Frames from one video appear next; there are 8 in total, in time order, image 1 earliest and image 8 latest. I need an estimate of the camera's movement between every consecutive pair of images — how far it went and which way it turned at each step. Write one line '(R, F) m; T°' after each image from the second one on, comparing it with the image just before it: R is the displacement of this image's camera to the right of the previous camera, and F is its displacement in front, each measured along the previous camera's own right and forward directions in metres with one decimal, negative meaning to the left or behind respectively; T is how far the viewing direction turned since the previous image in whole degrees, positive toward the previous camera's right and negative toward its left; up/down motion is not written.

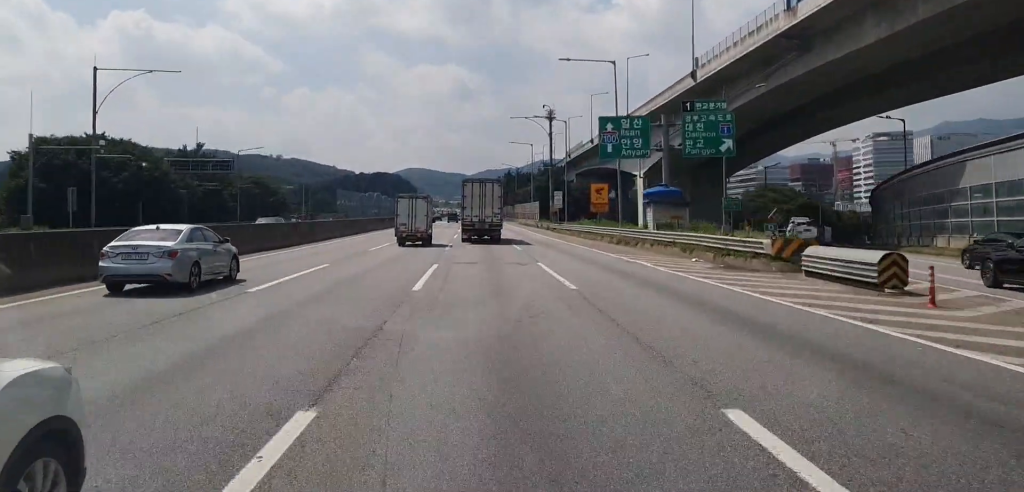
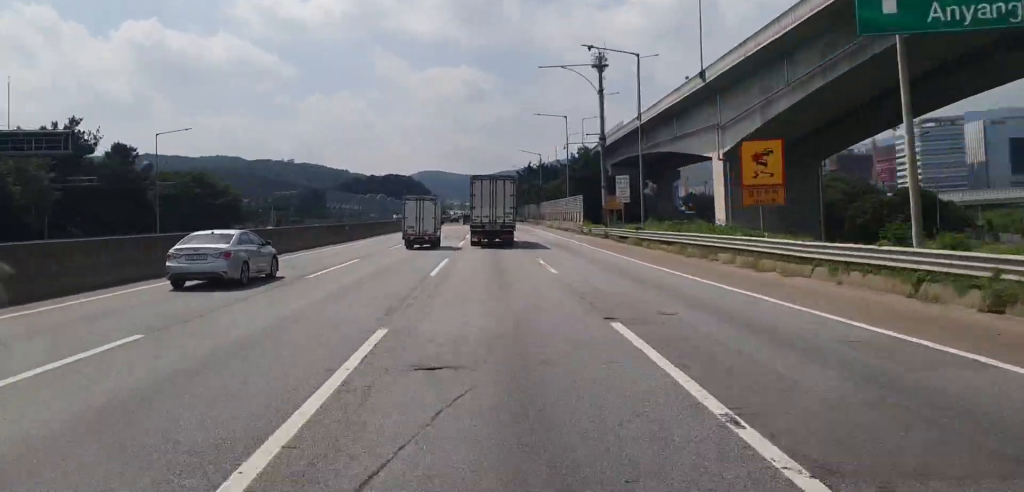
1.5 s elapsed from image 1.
(-0.6, +34.6) m; -1°
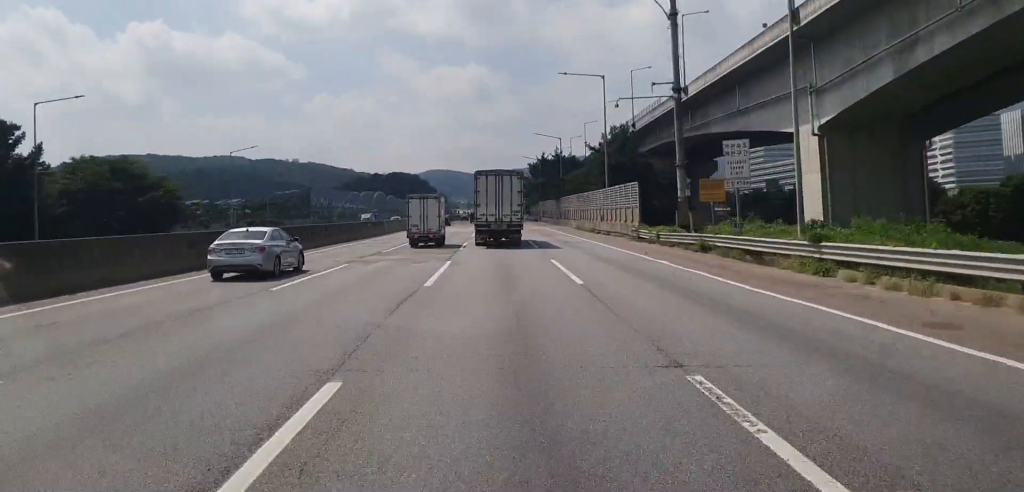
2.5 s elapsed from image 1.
(-0.1, +24.1) m; 0°
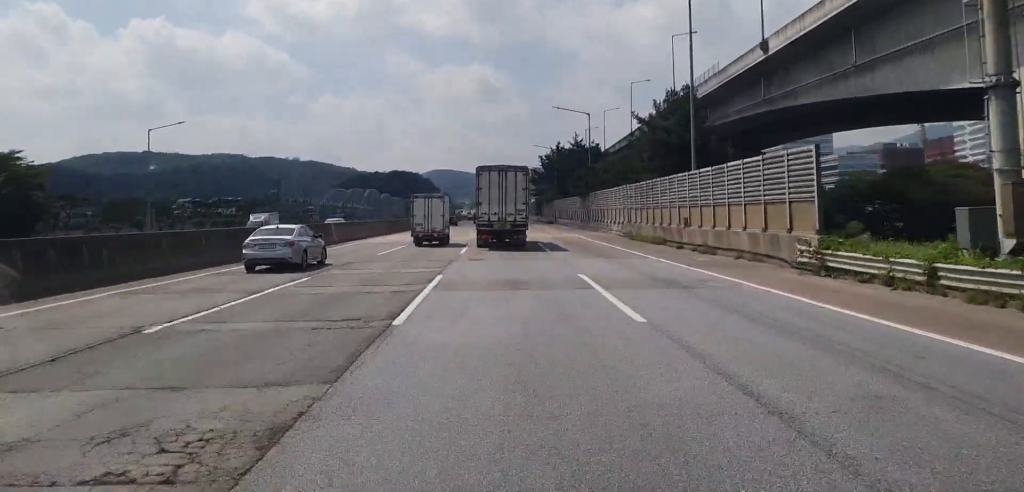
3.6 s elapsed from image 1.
(0.0, +26.2) m; 0°
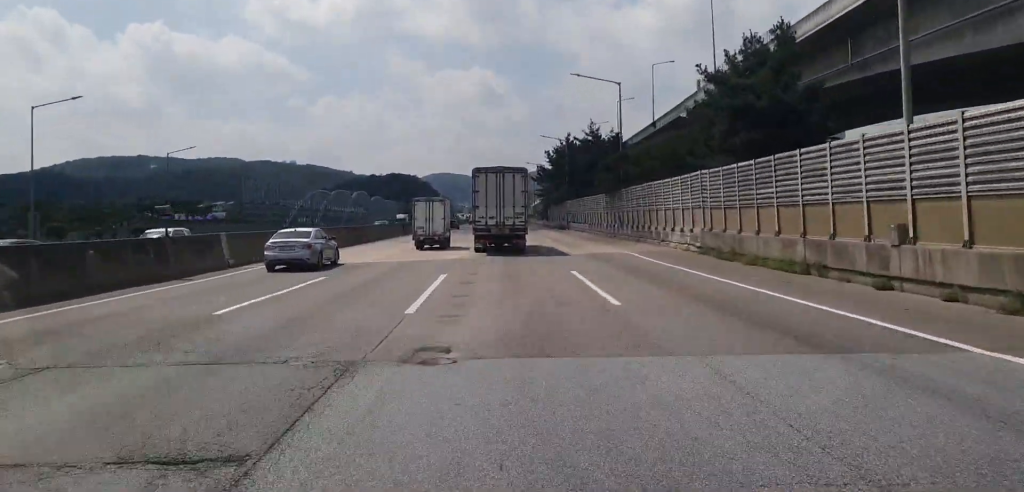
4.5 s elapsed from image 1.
(0.0, +19.7) m; +1°
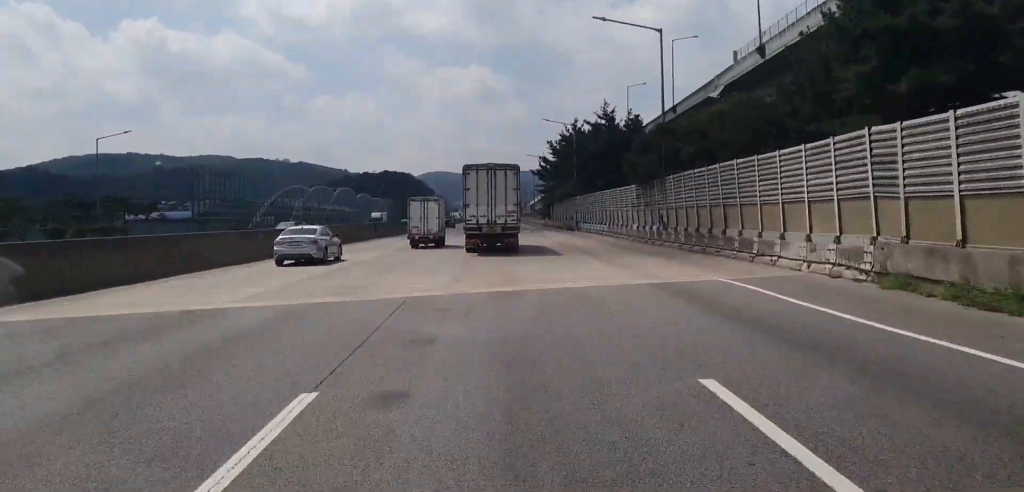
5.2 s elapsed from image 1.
(+0.1, +16.2) m; 0°
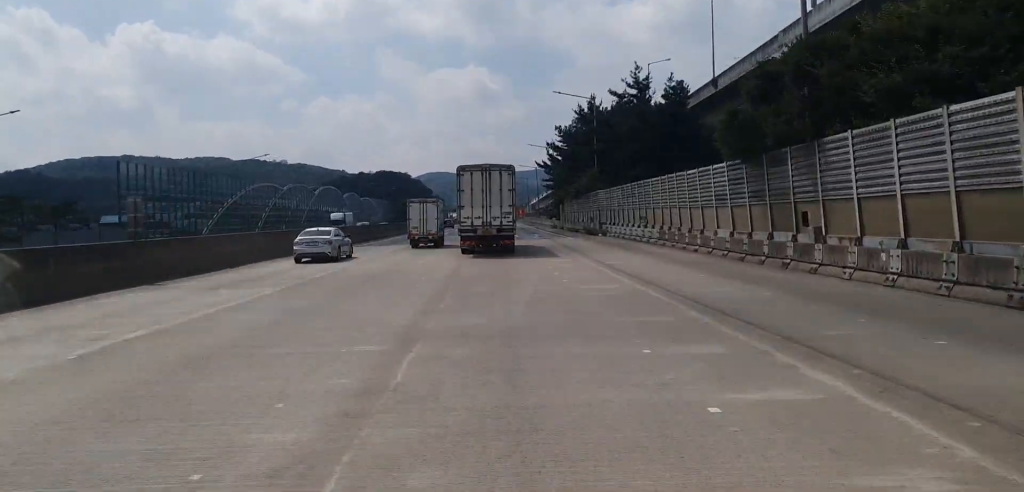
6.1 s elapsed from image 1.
(+0.1, +19.4) m; 0°
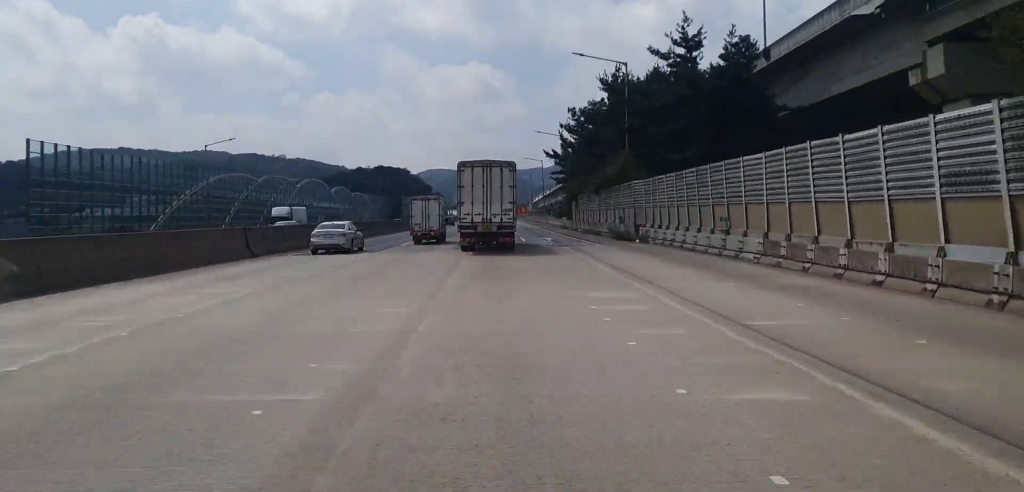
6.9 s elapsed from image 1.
(-0.1, +15.5) m; 0°
